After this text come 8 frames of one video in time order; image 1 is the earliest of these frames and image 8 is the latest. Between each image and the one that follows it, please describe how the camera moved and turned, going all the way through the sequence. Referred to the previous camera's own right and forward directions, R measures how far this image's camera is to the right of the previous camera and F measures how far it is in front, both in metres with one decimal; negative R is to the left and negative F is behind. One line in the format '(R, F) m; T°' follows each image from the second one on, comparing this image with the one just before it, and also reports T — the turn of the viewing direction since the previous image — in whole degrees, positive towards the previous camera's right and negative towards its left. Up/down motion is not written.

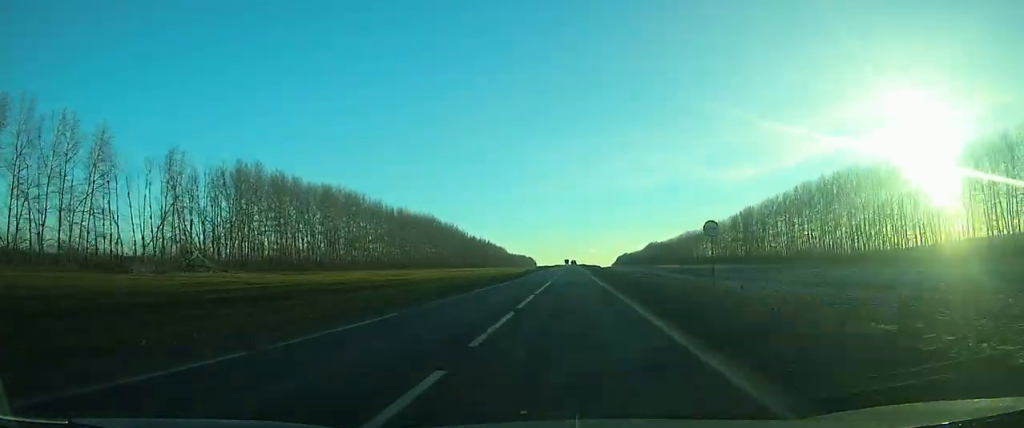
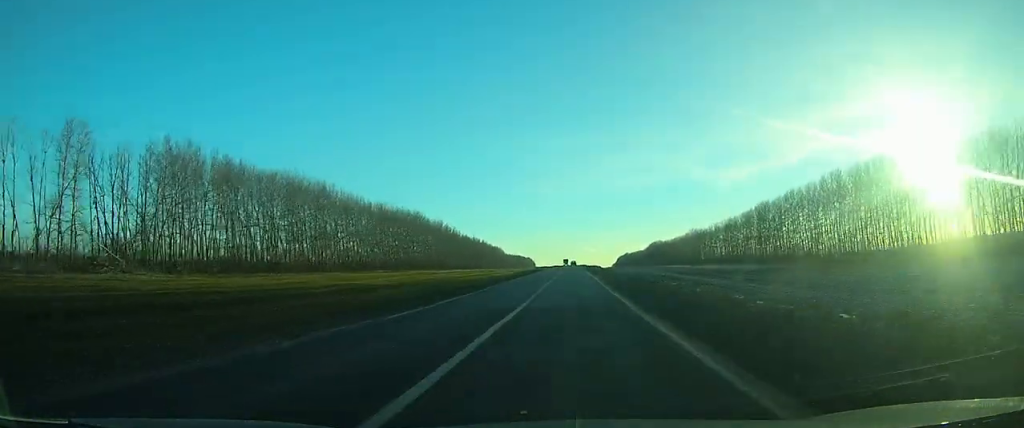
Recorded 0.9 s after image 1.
(0.0, +22.8) m; 0°
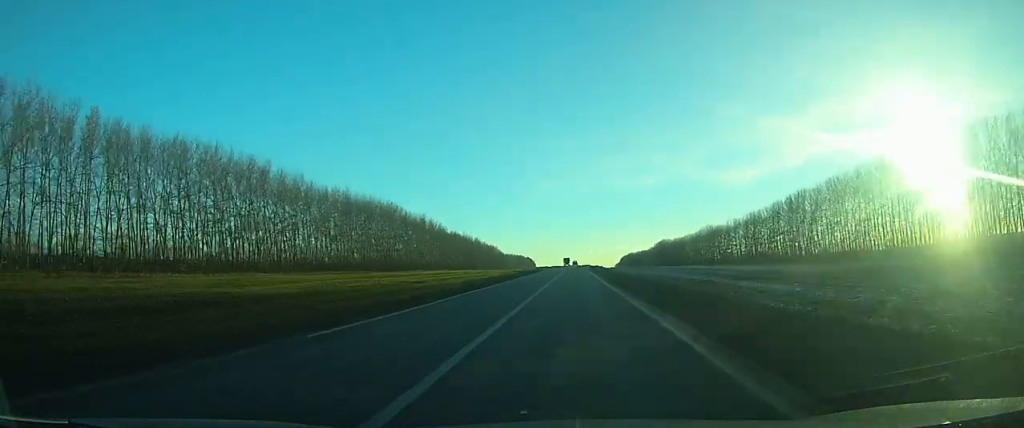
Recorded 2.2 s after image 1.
(0.0, +35.1) m; 0°
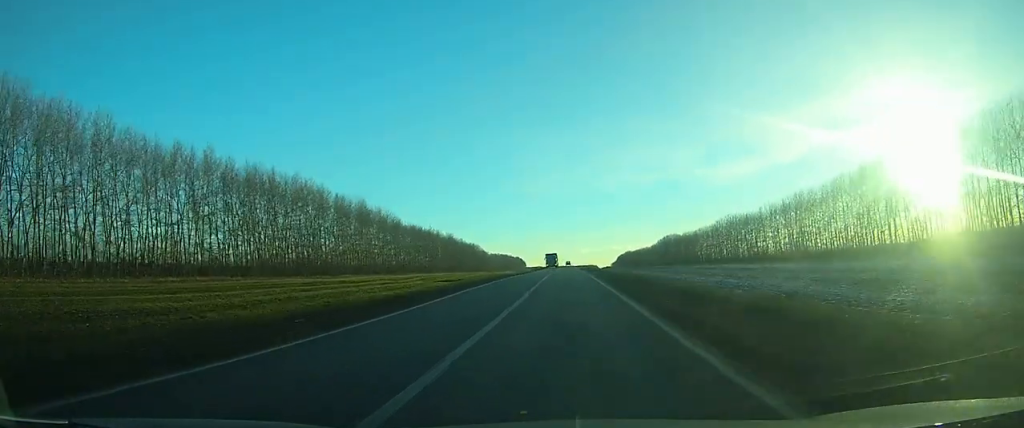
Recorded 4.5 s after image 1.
(+0.1, +60.8) m; 0°
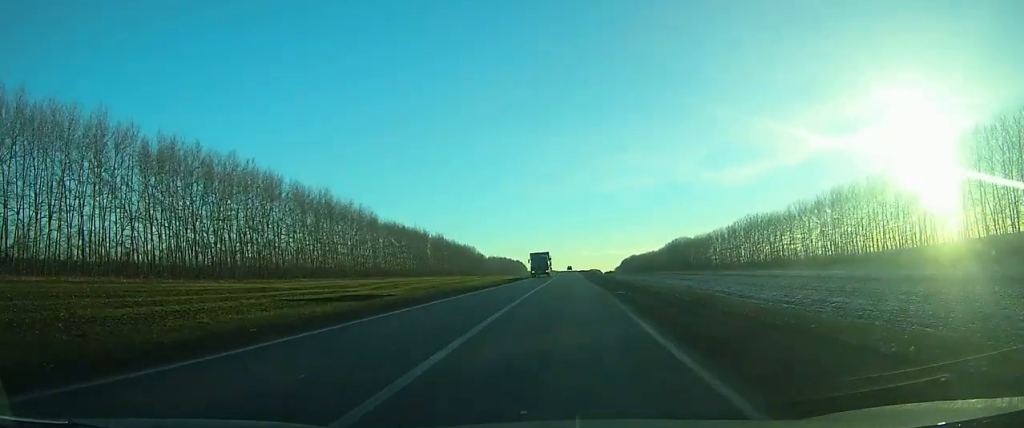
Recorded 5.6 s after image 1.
(0.0, +27.5) m; 0°
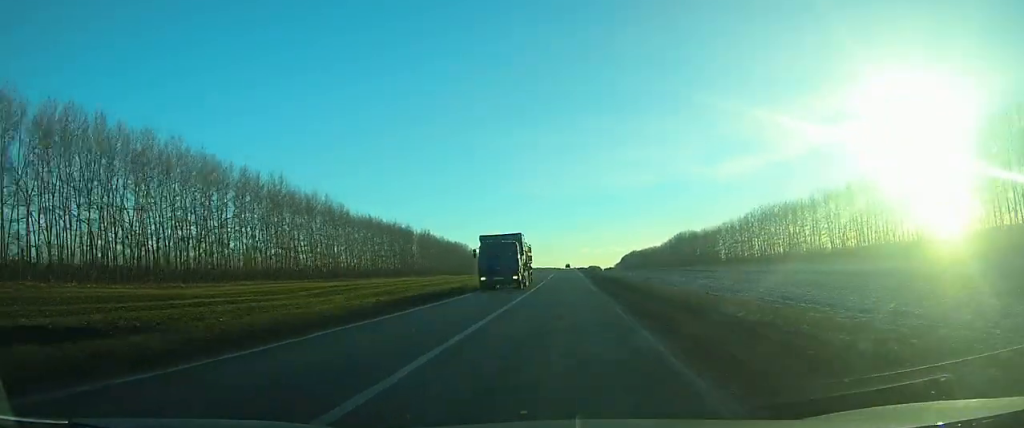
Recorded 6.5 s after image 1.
(0.0, +22.4) m; 0°
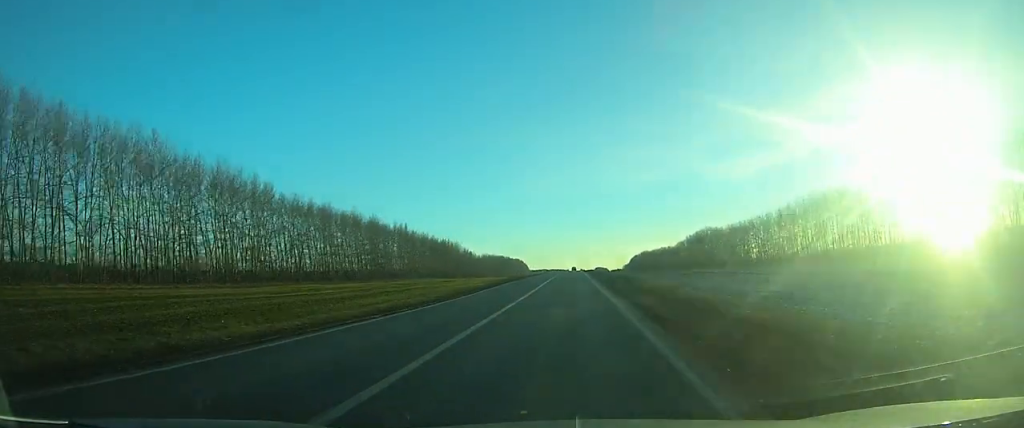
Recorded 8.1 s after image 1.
(-0.1, +42.5) m; 0°
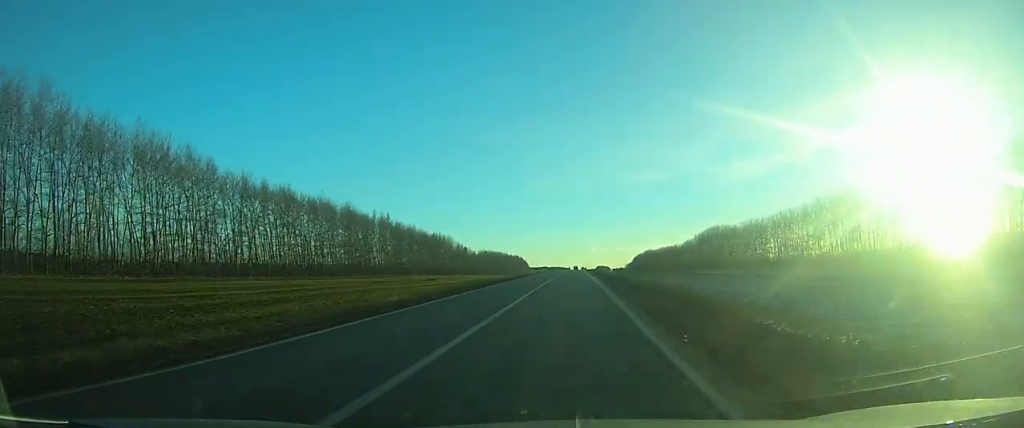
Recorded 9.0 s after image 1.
(+0.1, +21.7) m; 0°
